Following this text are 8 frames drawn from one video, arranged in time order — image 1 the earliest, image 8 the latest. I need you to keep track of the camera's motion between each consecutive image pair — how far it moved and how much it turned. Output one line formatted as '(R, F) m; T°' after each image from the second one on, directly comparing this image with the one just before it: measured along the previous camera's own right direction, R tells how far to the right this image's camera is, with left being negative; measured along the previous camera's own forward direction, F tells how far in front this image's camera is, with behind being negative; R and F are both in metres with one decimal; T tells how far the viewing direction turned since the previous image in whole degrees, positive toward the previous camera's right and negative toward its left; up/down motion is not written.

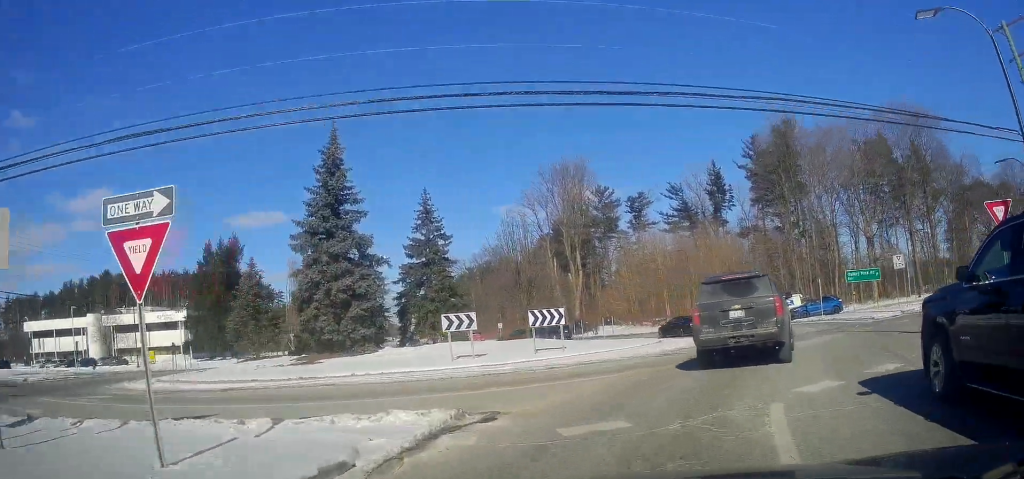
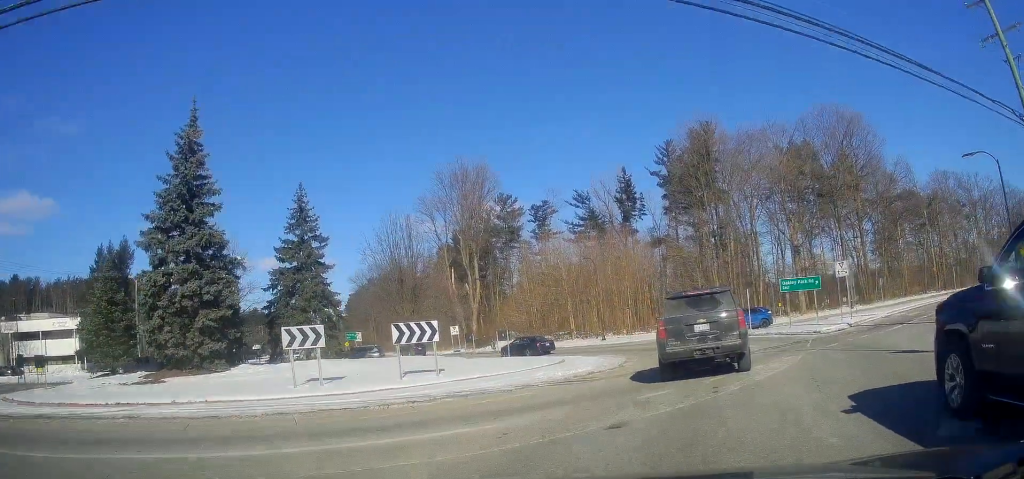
(+0.3, +5.1) m; +6°
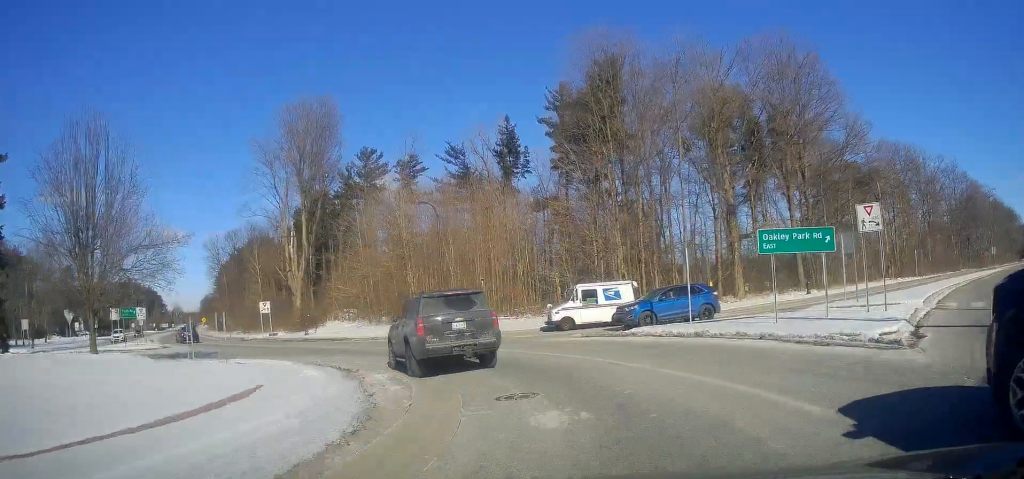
(+1.4, +17.1) m; +1°
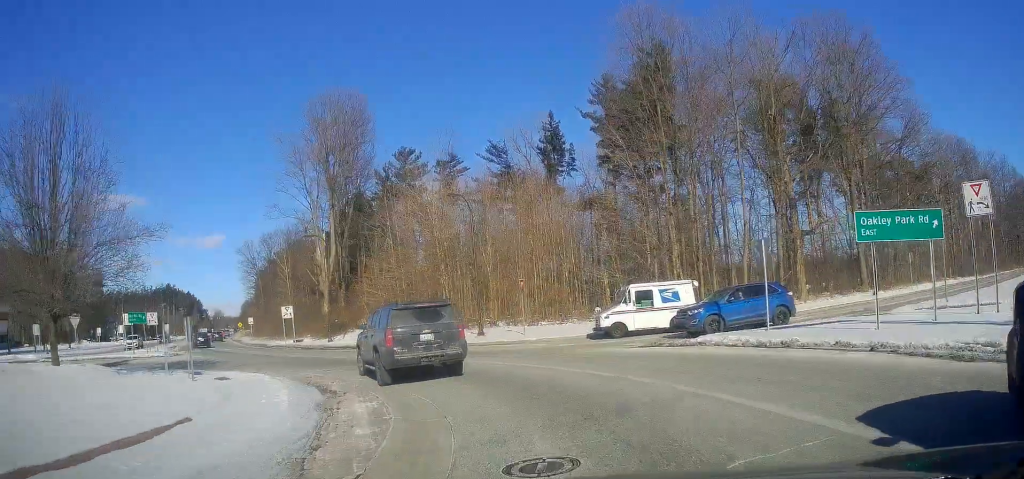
(+0.2, +4.5) m; -4°
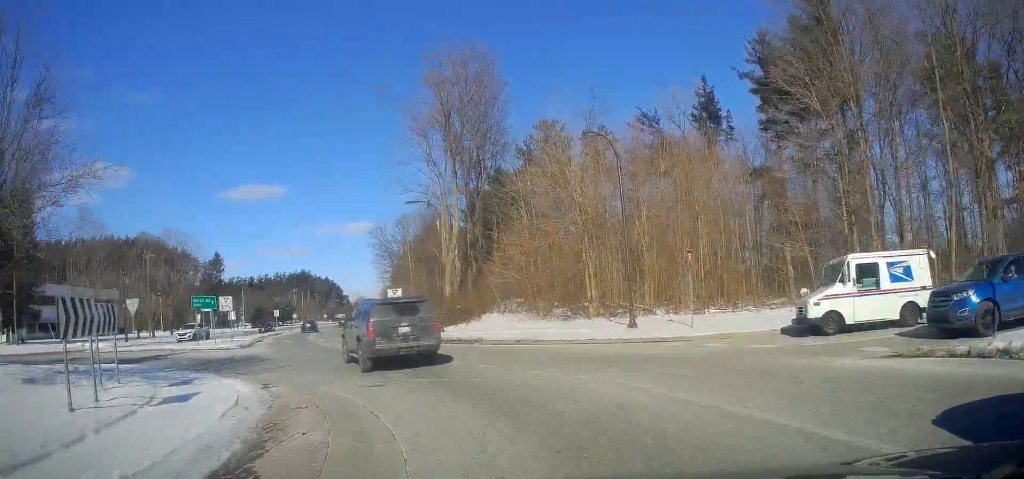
(-1.0, +8.9) m; -14°
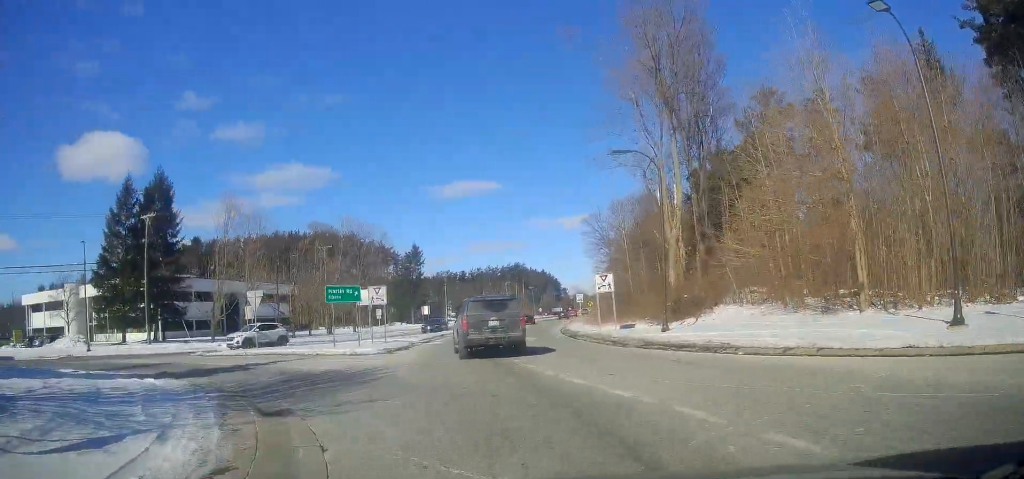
(-1.3, +9.8) m; -19°
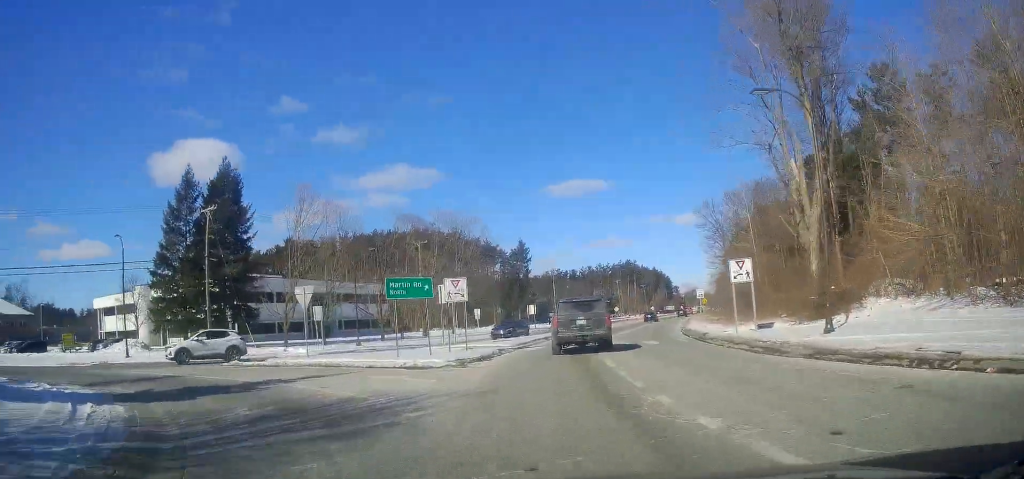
(-1.1, +6.9) m; -7°
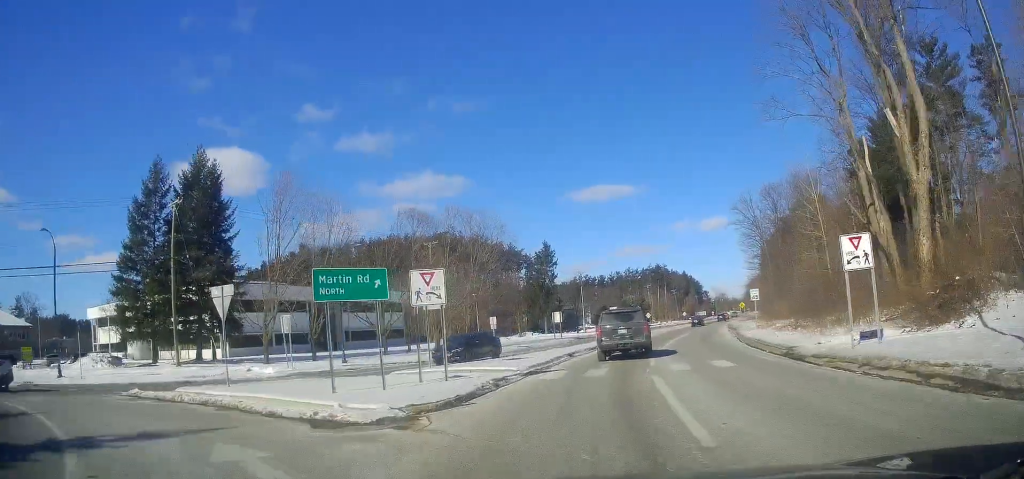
(-0.6, +8.4) m; -3°
